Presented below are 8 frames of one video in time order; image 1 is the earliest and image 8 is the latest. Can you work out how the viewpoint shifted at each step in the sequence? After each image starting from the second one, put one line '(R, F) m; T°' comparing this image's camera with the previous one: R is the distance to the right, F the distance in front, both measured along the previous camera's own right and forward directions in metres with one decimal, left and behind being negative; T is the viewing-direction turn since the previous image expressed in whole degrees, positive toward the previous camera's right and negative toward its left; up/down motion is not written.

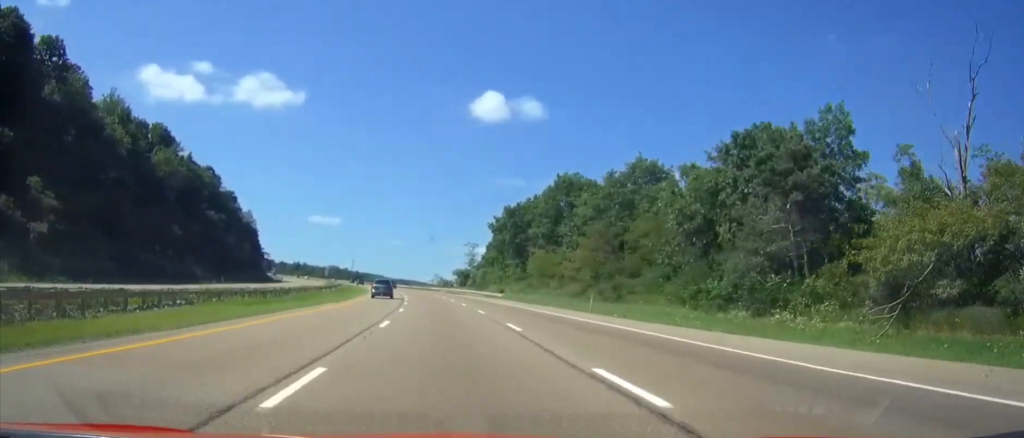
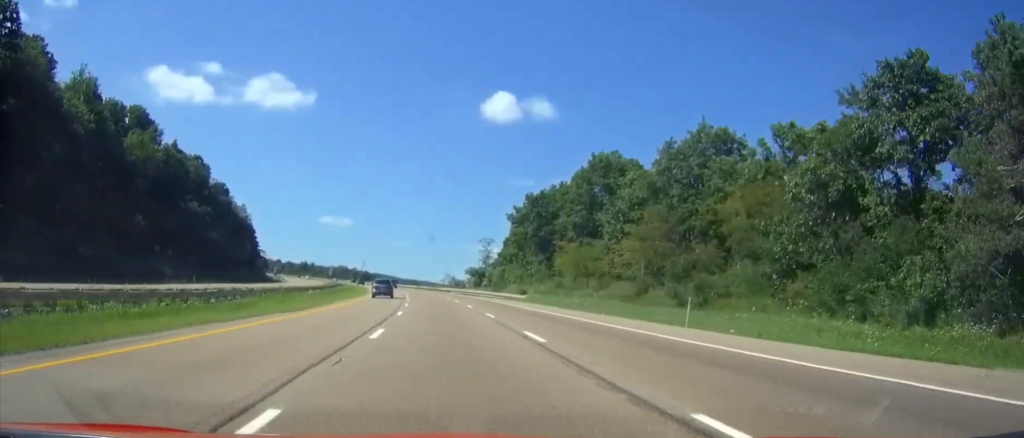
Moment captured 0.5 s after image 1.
(-0.3, +15.9) m; -1°
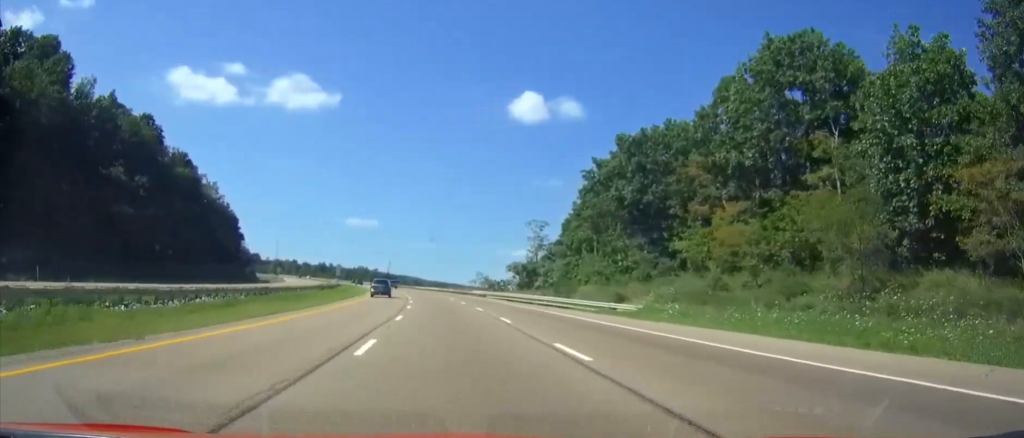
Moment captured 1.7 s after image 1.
(-0.8, +40.9) m; -2°
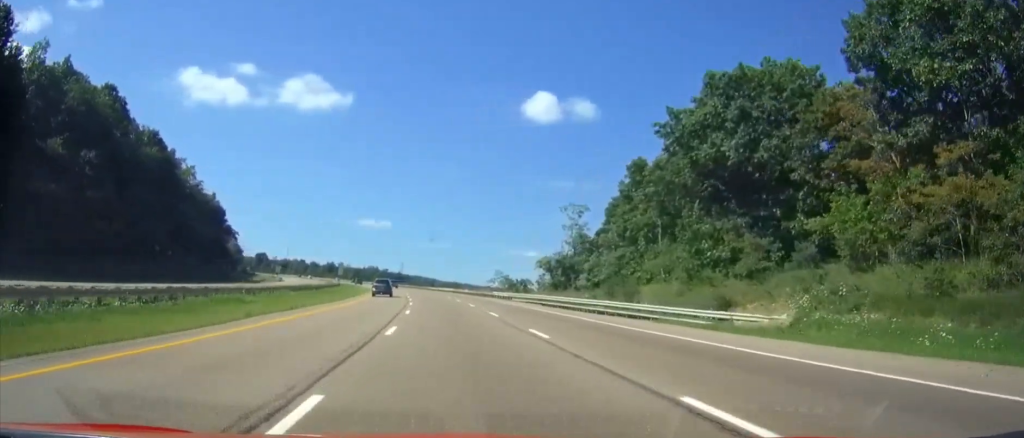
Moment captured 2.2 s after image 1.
(-0.2, +19.3) m; -1°
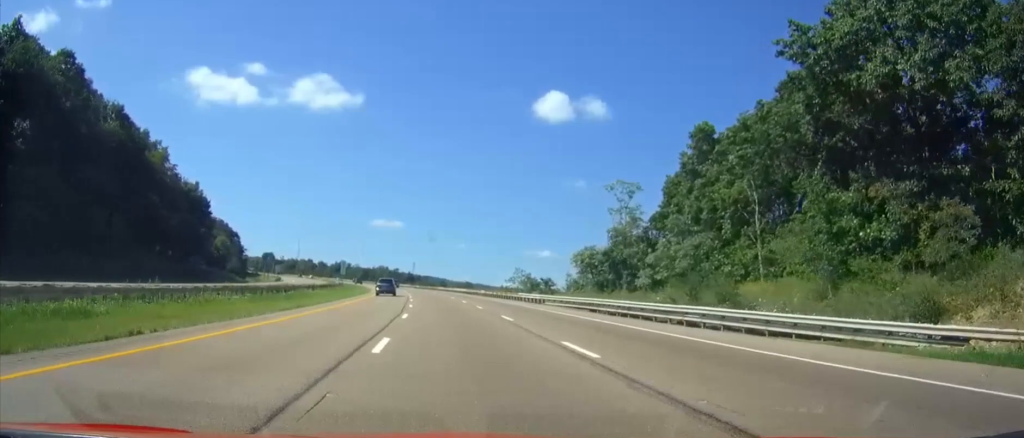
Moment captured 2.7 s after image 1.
(-0.1, +17.1) m; -1°
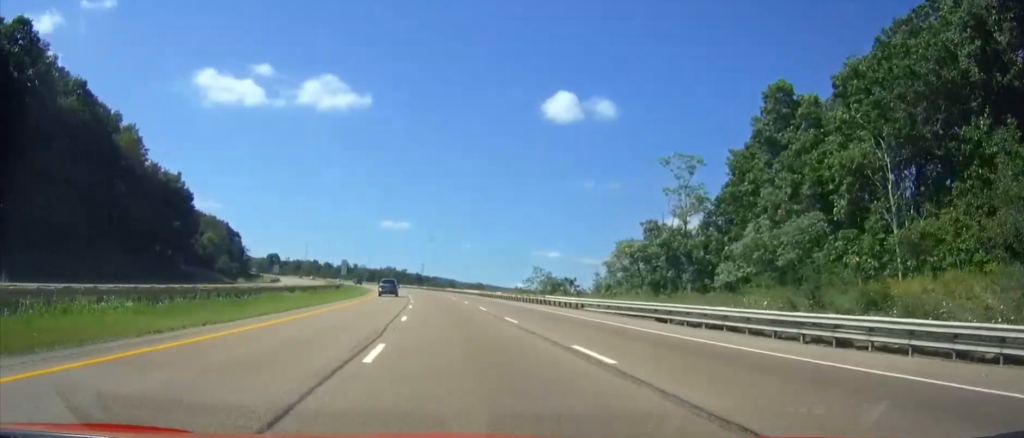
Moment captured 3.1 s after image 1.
(-0.1, +13.7) m; -1°
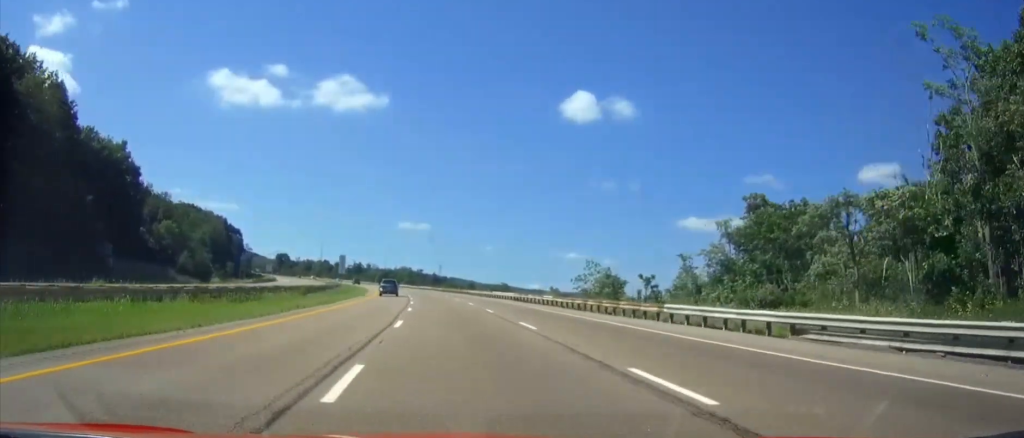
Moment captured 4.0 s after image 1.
(-0.4, +28.5) m; -1°
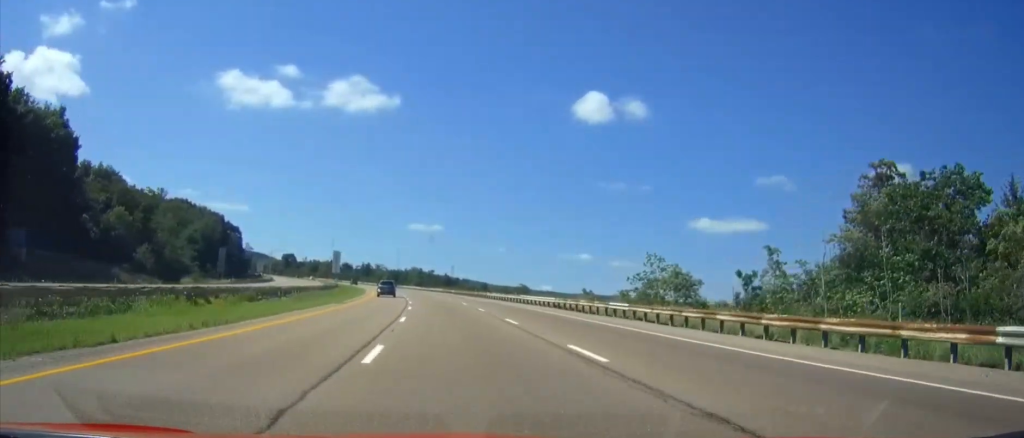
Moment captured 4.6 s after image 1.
(-0.2, +20.5) m; -1°
